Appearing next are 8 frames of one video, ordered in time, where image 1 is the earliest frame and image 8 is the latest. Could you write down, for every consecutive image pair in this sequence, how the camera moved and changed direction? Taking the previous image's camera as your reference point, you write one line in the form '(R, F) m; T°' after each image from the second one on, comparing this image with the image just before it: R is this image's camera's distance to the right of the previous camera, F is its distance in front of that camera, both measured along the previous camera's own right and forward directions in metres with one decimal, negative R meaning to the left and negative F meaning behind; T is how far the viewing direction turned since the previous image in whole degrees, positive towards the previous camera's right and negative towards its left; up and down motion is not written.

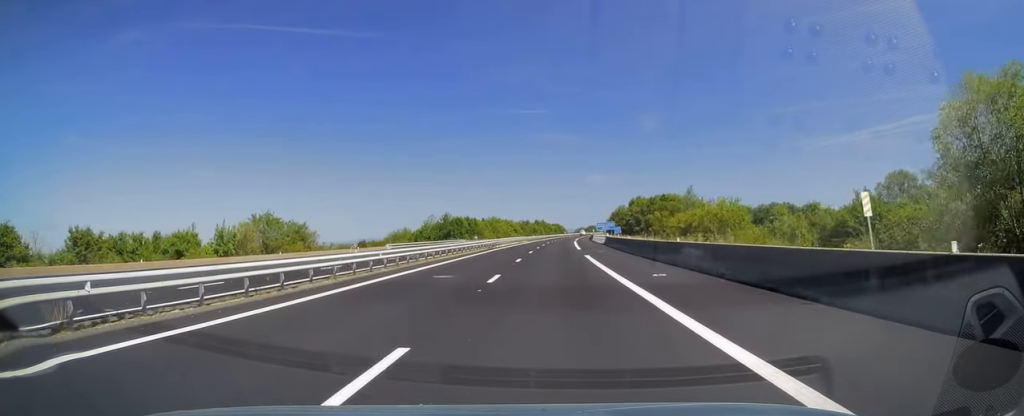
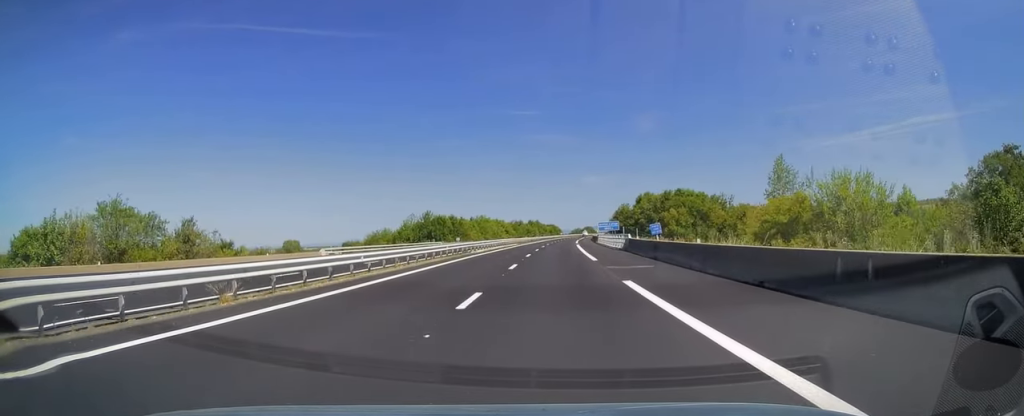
(+0.1, +18.7) m; 0°
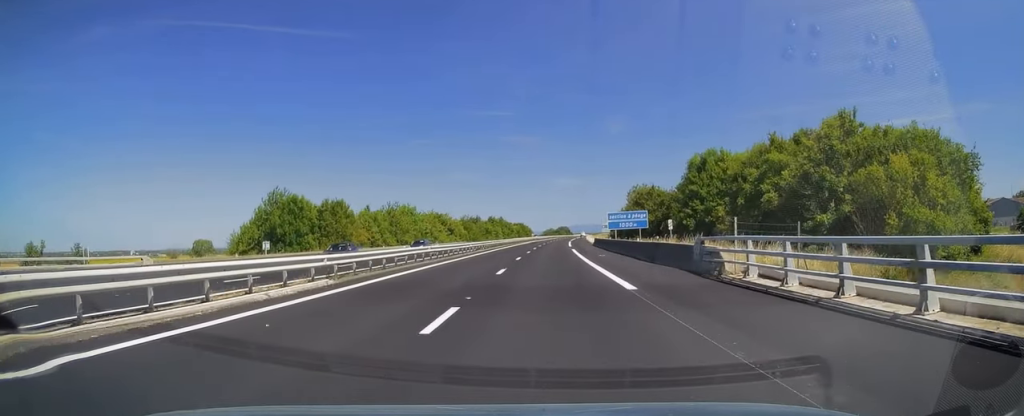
(+1.3, +66.7) m; +2°
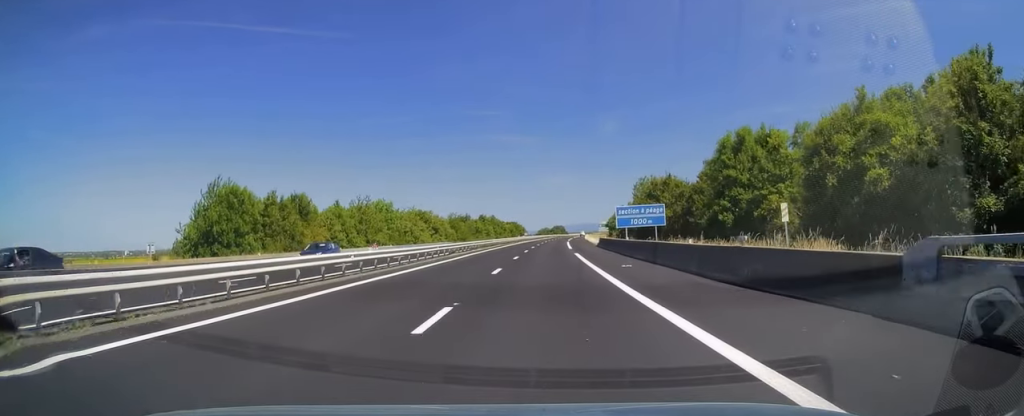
(+0.2, +12.7) m; 0°
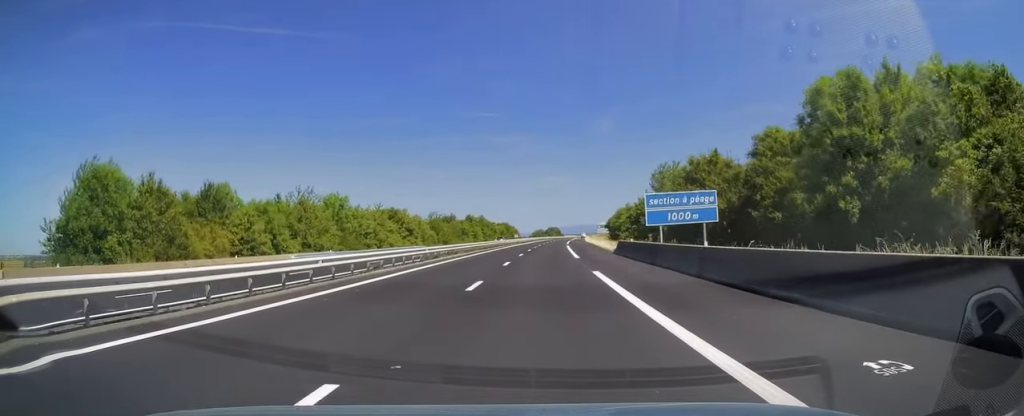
(-0.3, +18.6) m; +1°
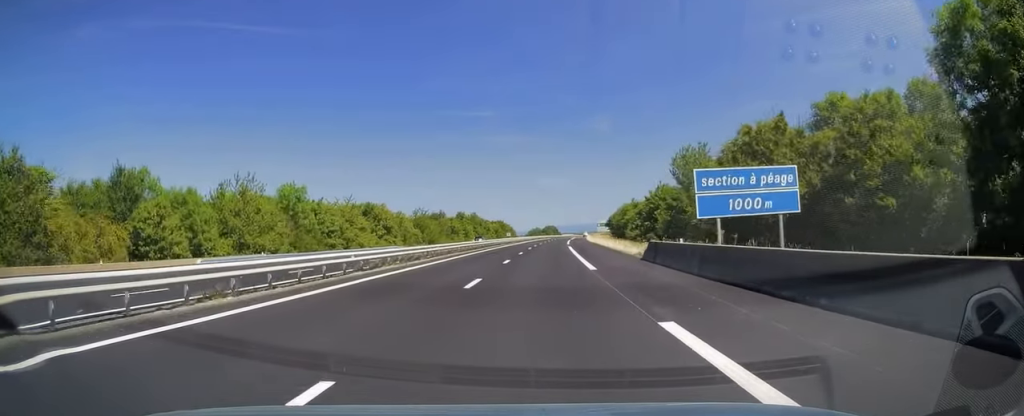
(-0.1, +12.8) m; 0°
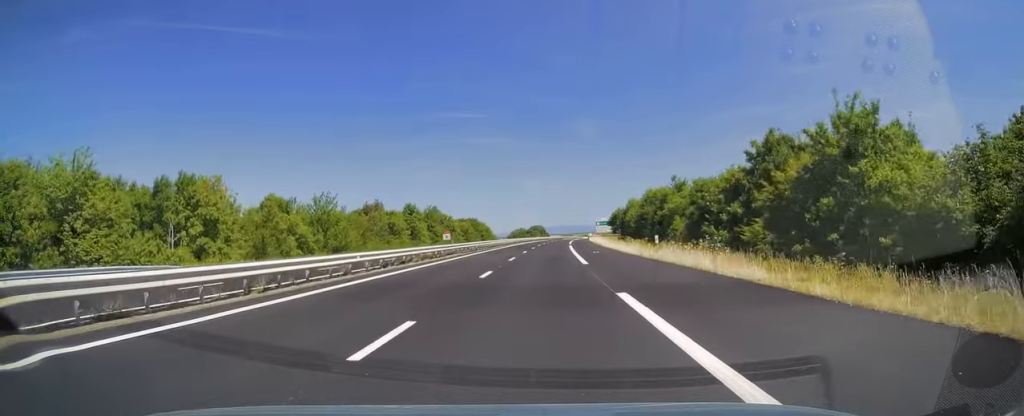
(+0.7, +47.1) m; +1°
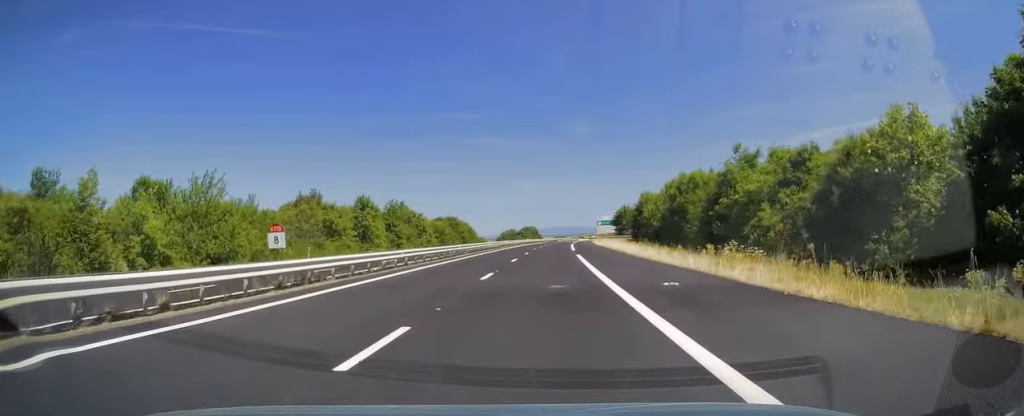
(+0.2, +26.0) m; +1°
